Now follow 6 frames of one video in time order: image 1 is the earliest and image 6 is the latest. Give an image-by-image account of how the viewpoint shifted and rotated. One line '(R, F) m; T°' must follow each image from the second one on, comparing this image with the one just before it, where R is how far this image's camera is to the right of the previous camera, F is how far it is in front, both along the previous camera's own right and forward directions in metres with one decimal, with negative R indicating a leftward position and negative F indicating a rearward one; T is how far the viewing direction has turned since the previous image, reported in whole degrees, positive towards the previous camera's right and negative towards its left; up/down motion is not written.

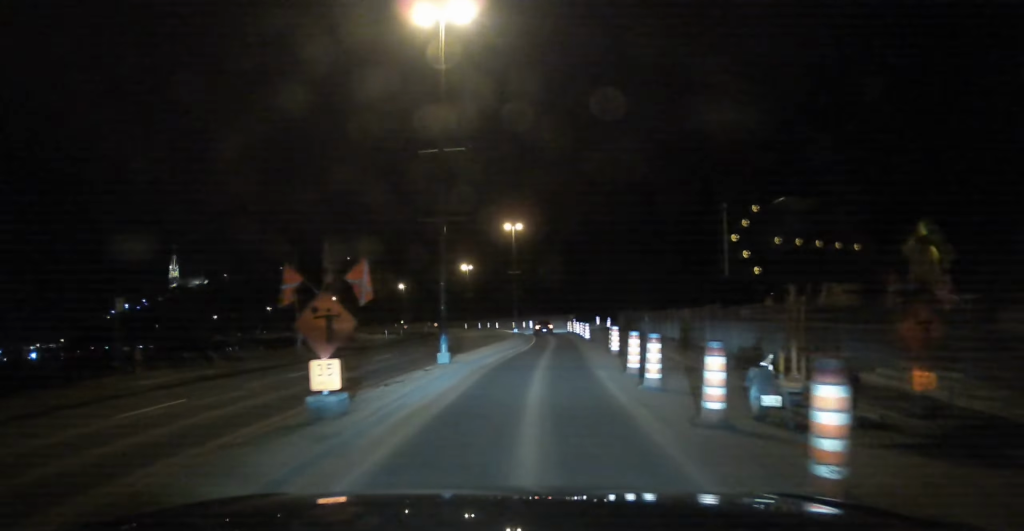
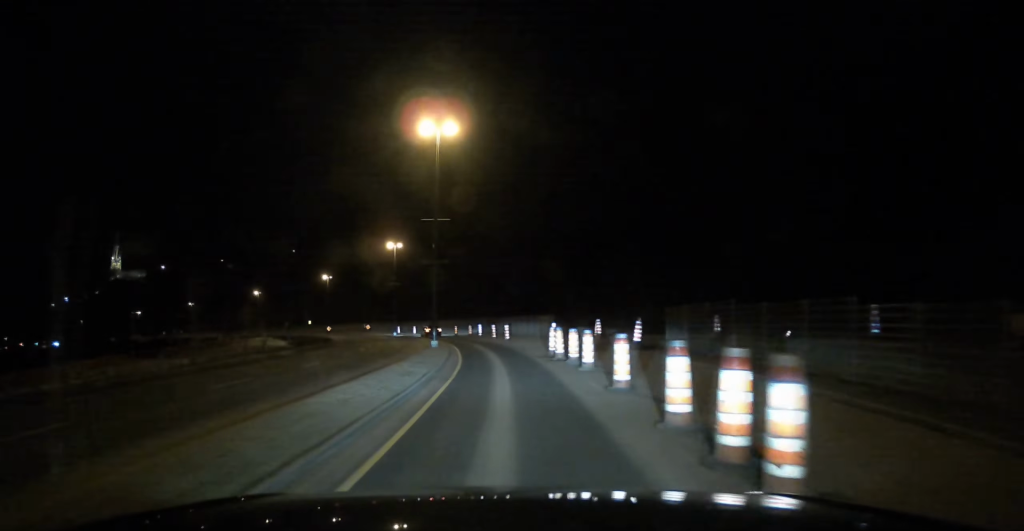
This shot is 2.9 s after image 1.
(+0.5, +42.2) m; +1°
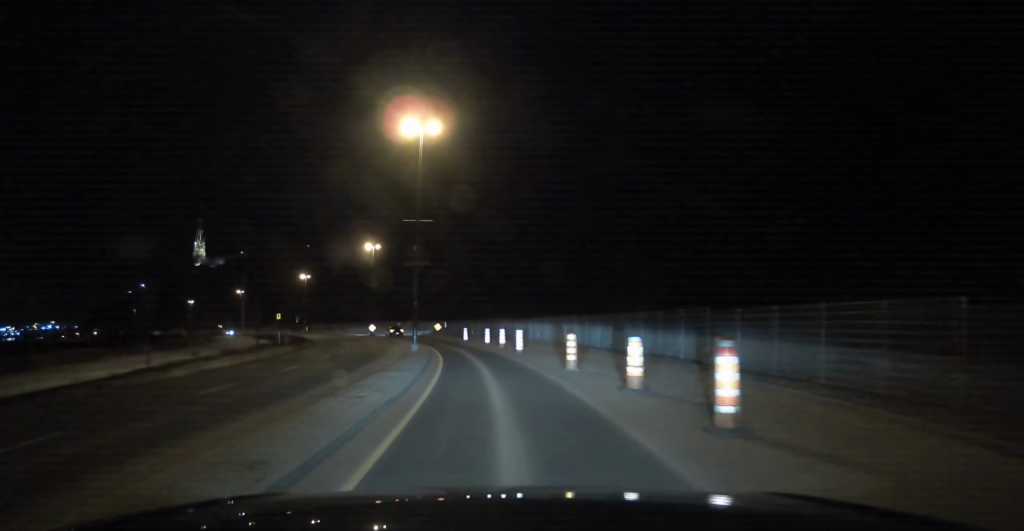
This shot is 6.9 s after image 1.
(-1.3, +57.9) m; -7°
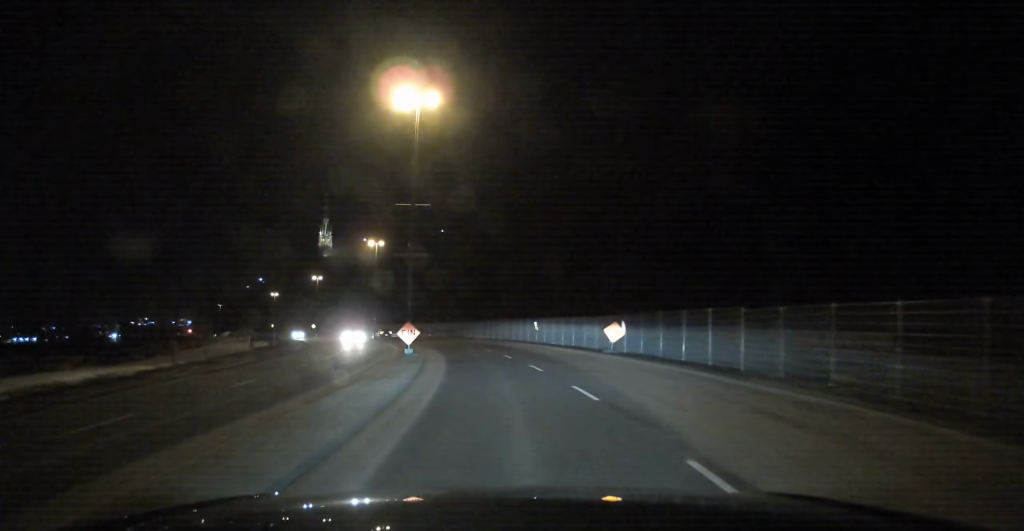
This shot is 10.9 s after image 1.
(-6.4, +62.1) m; -14°
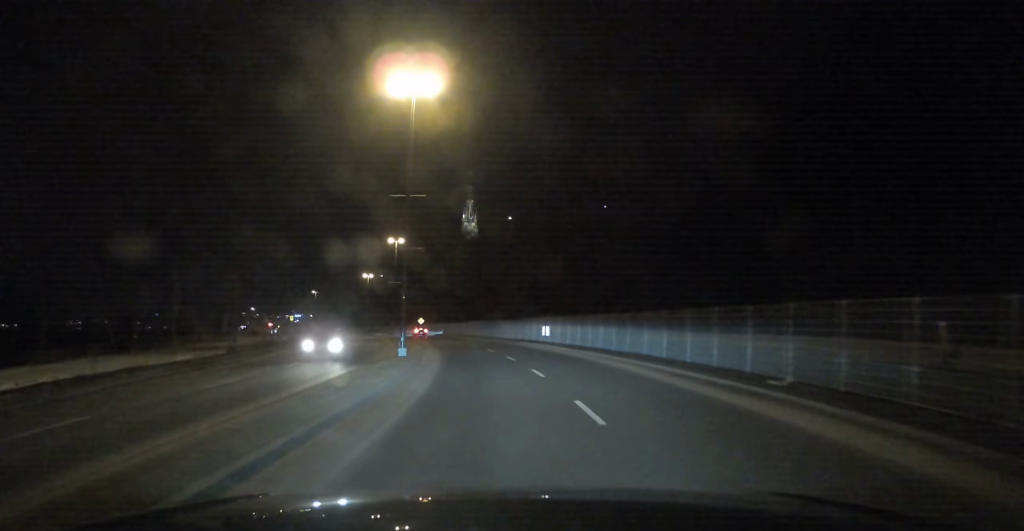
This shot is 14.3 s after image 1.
(-6.5, +56.8) m; -13°
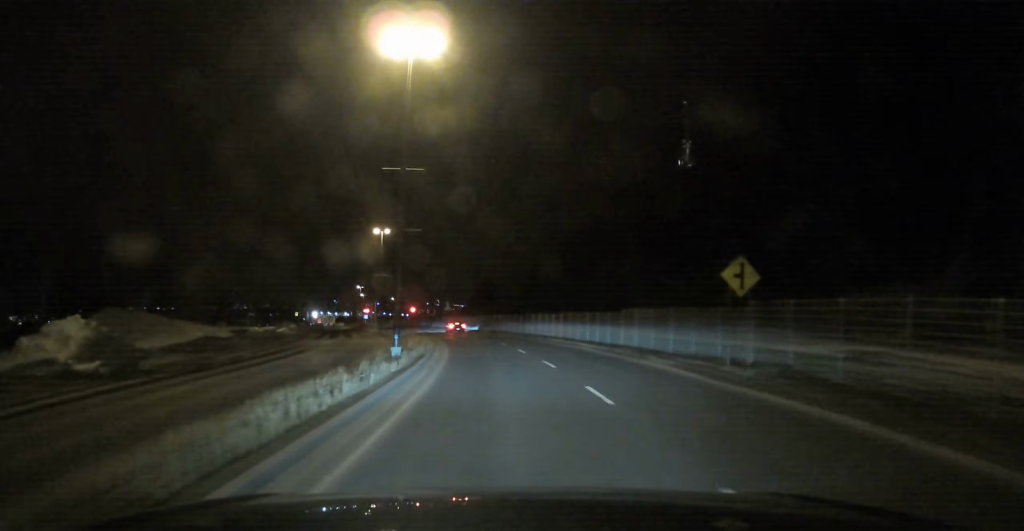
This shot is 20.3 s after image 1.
(-18.1, +106.0) m; -17°
